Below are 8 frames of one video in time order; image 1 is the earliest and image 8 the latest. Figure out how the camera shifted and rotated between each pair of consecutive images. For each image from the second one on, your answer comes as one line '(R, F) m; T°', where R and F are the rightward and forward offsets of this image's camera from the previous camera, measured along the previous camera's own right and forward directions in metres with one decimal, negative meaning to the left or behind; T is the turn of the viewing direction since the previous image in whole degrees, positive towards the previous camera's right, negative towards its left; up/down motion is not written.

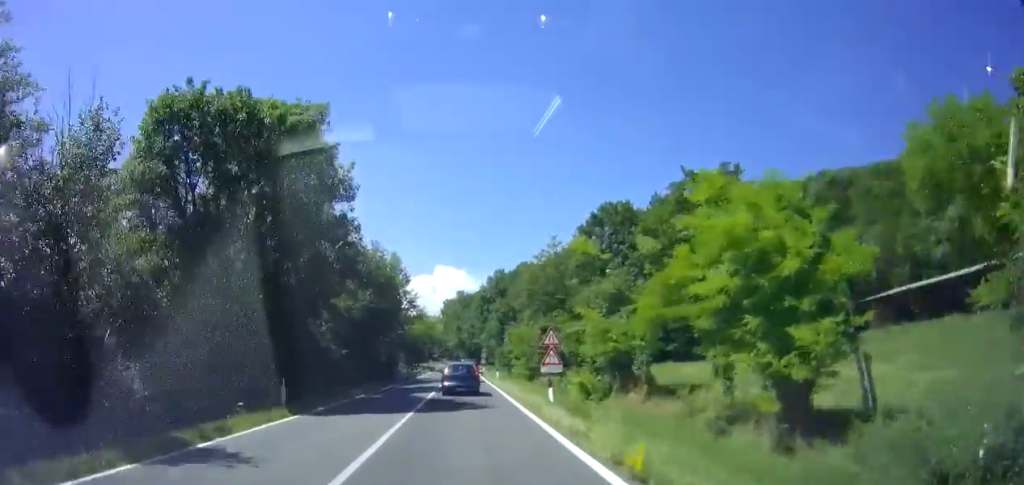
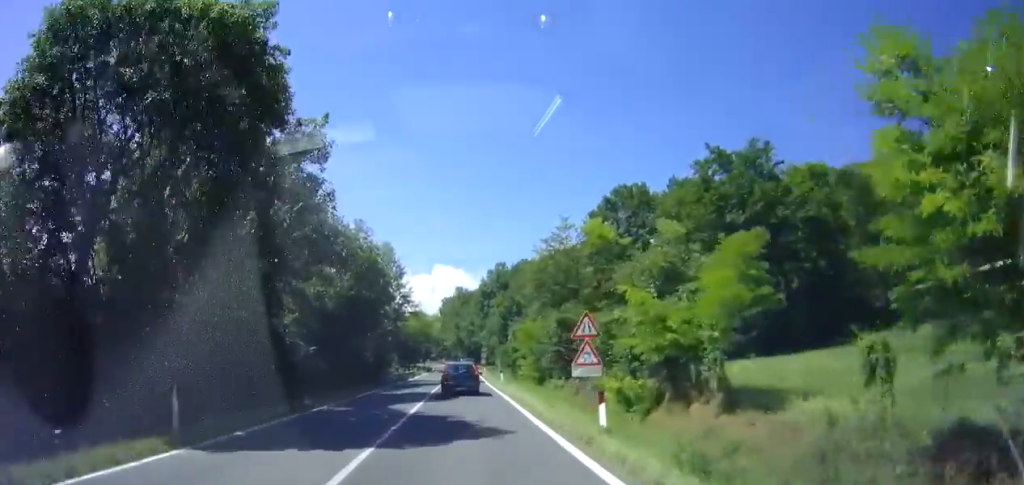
(0.0, +5.8) m; -1°
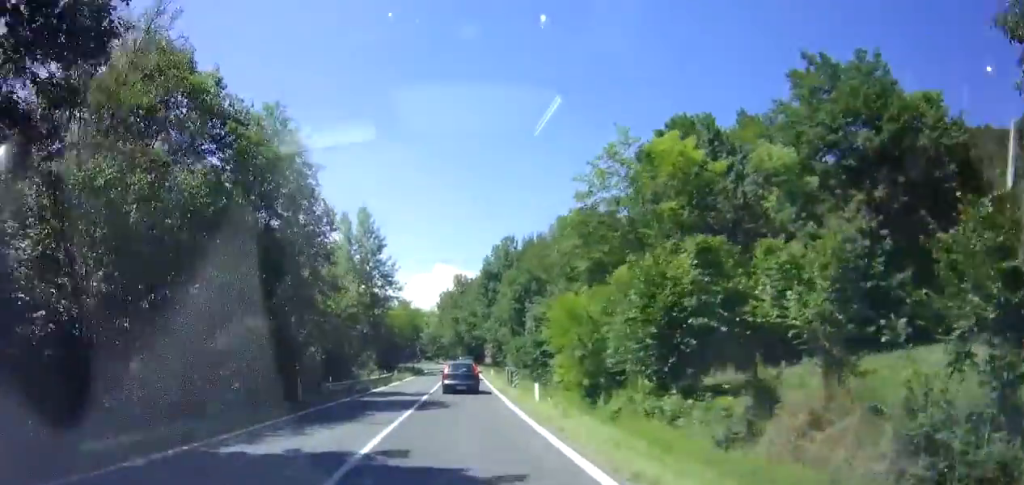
(-0.3, +16.0) m; -1°
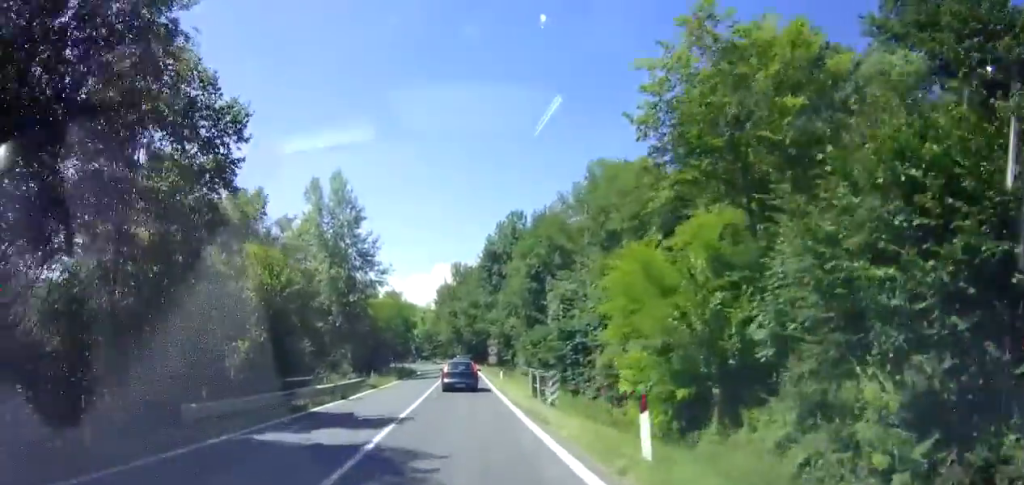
(+0.2, +10.3) m; +1°
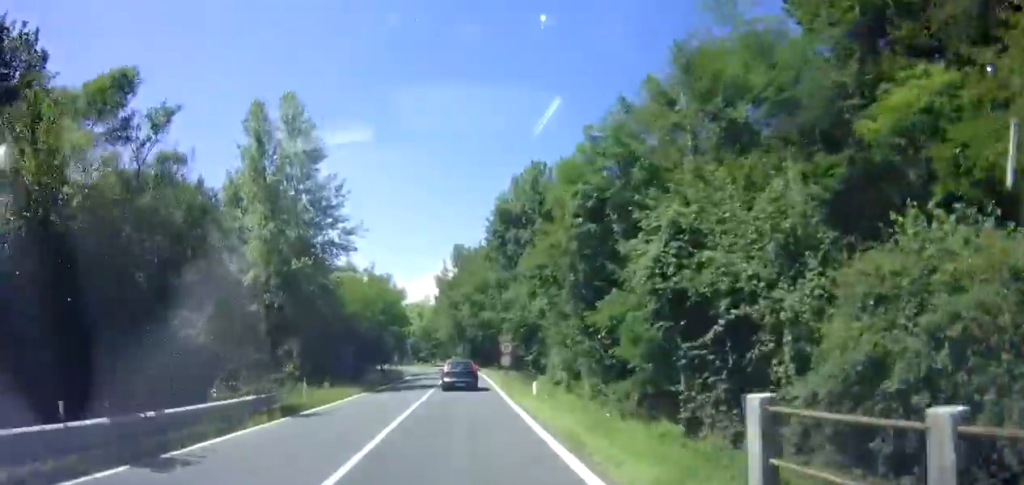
(0.0, +13.6) m; +2°
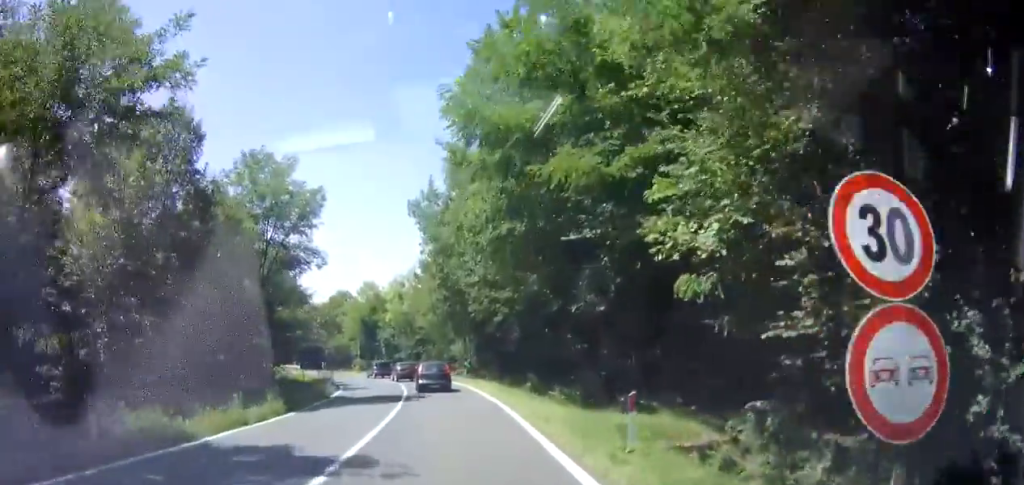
(+0.8, +33.2) m; 0°
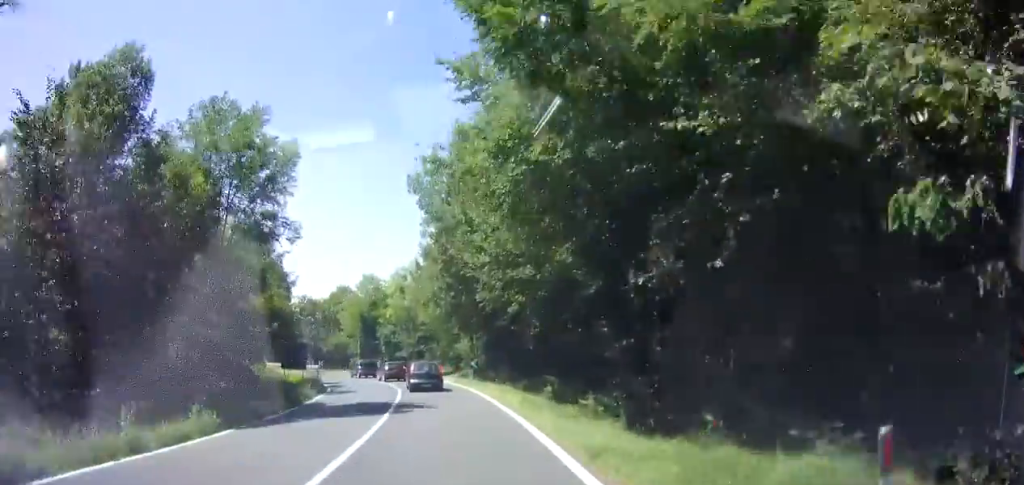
(+0.1, +4.7) m; -1°
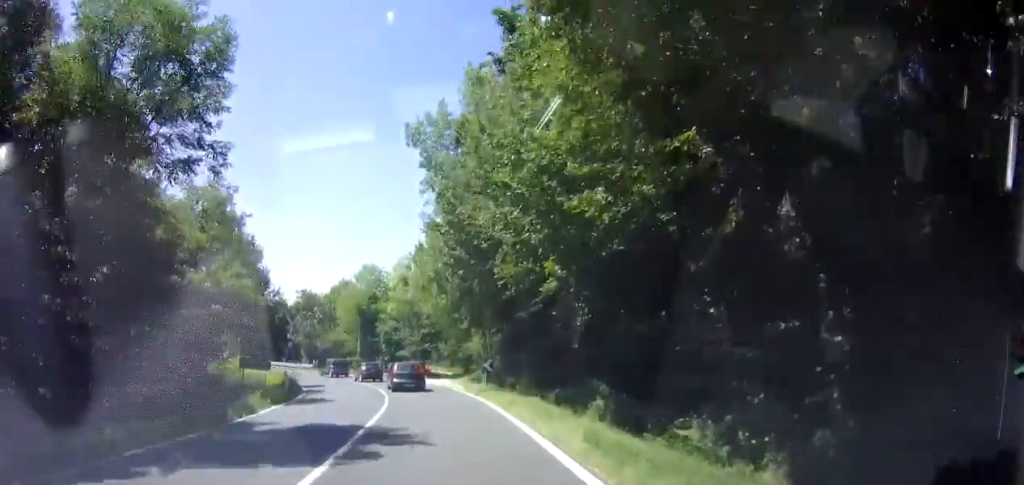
(-0.2, +7.1) m; -2°
